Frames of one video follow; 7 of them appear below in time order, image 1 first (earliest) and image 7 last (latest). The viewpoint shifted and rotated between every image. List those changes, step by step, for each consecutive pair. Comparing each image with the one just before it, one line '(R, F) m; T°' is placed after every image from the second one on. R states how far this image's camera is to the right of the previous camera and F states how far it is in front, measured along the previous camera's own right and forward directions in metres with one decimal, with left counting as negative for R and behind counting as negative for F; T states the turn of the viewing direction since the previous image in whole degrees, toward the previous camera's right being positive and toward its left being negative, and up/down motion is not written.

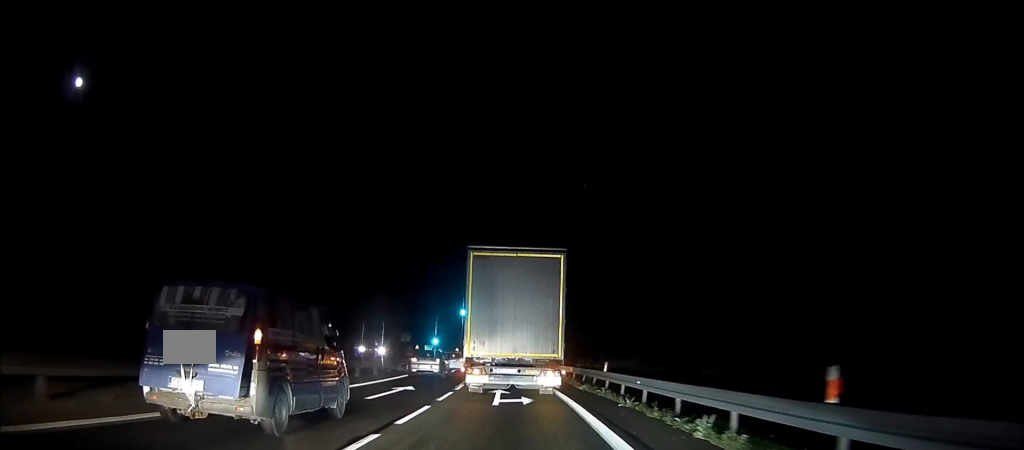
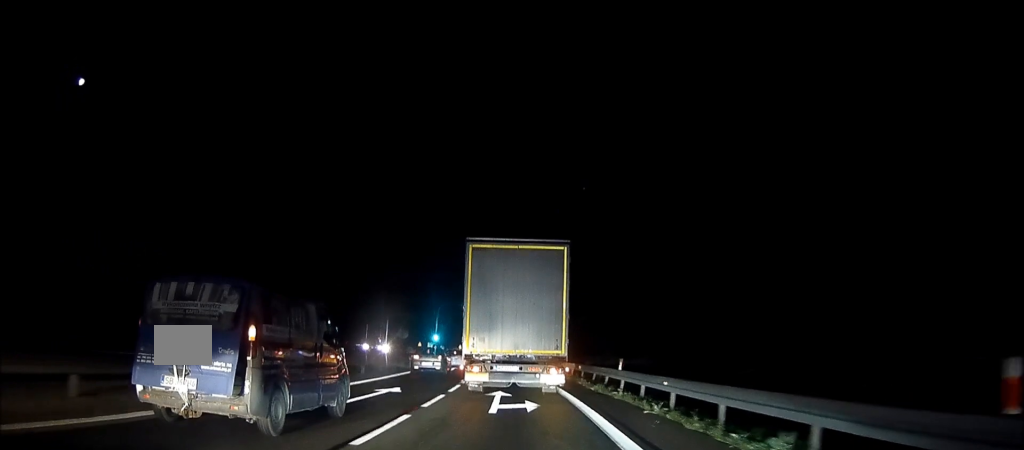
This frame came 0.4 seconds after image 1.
(0.0, +3.0) m; -1°
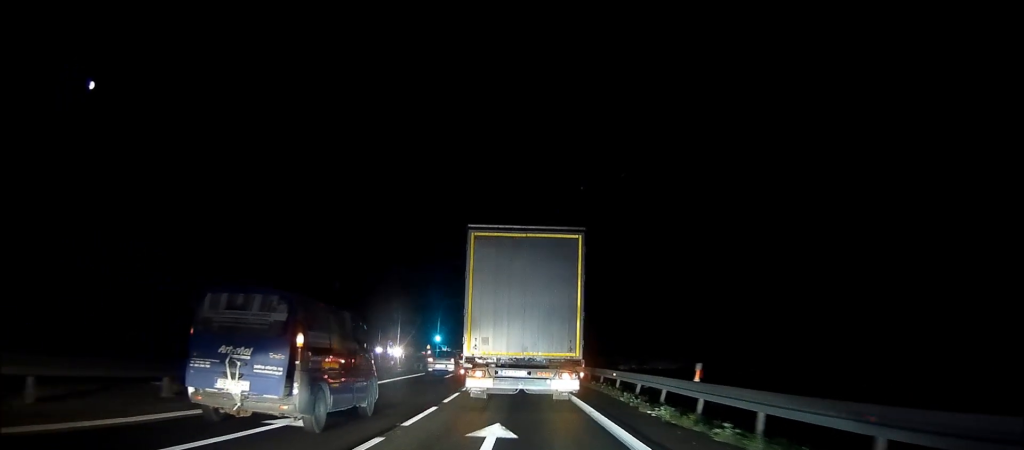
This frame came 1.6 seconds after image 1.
(+0.1, +9.2) m; +1°
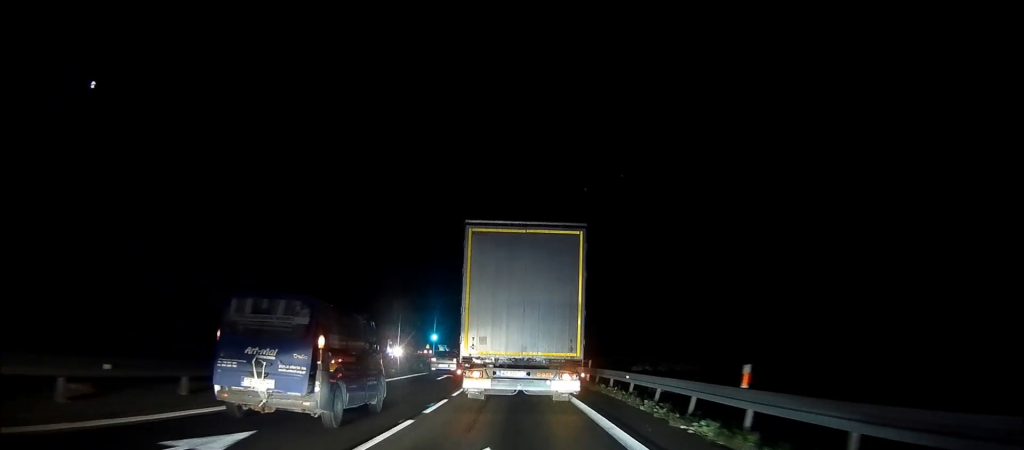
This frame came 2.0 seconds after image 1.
(+0.1, +3.3) m; -1°
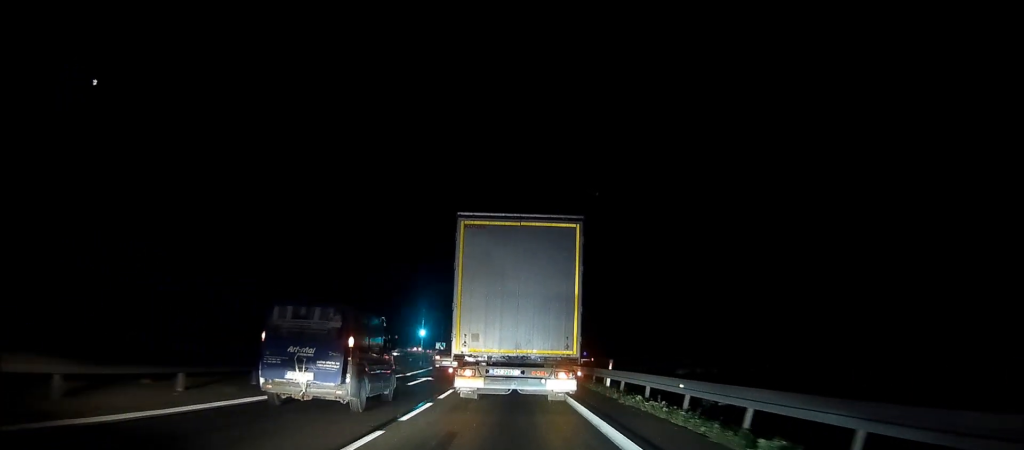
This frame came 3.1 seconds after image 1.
(-0.3, +8.3) m; -4°
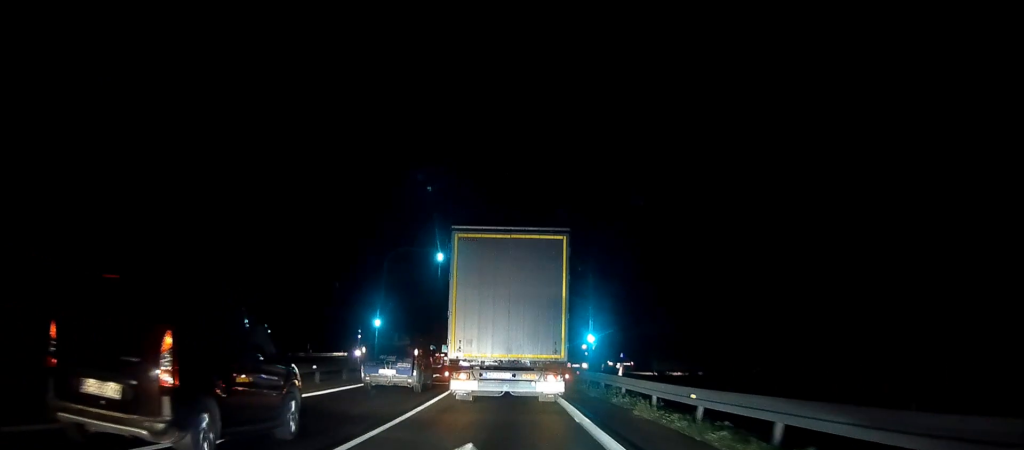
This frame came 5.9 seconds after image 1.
(-0.1, +22.1) m; +1°
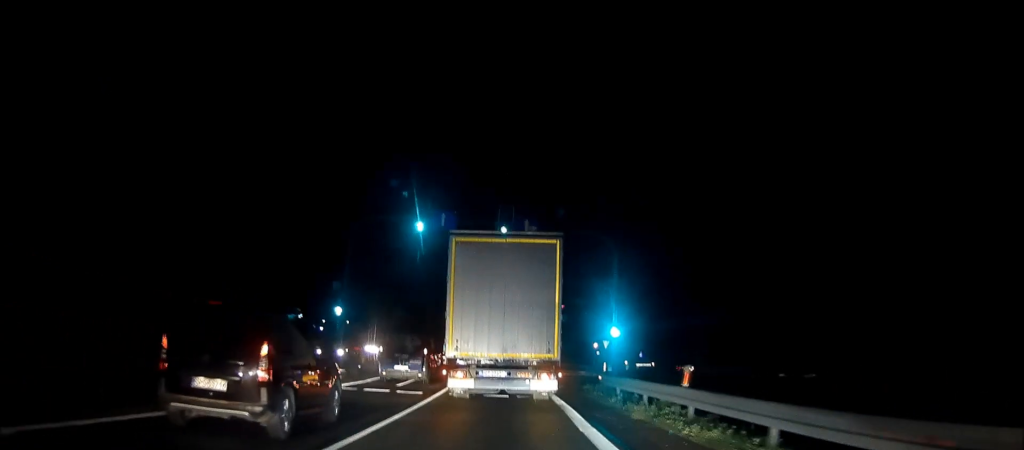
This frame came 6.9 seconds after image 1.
(0.0, +8.2) m; -1°
